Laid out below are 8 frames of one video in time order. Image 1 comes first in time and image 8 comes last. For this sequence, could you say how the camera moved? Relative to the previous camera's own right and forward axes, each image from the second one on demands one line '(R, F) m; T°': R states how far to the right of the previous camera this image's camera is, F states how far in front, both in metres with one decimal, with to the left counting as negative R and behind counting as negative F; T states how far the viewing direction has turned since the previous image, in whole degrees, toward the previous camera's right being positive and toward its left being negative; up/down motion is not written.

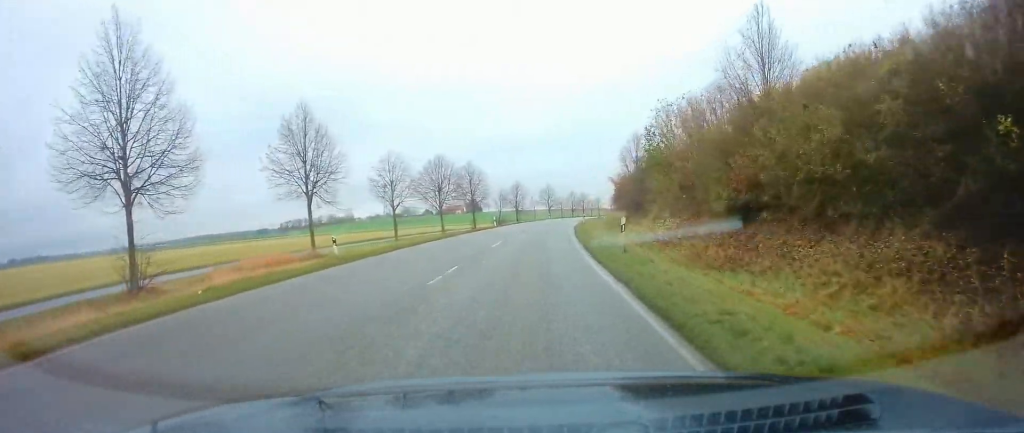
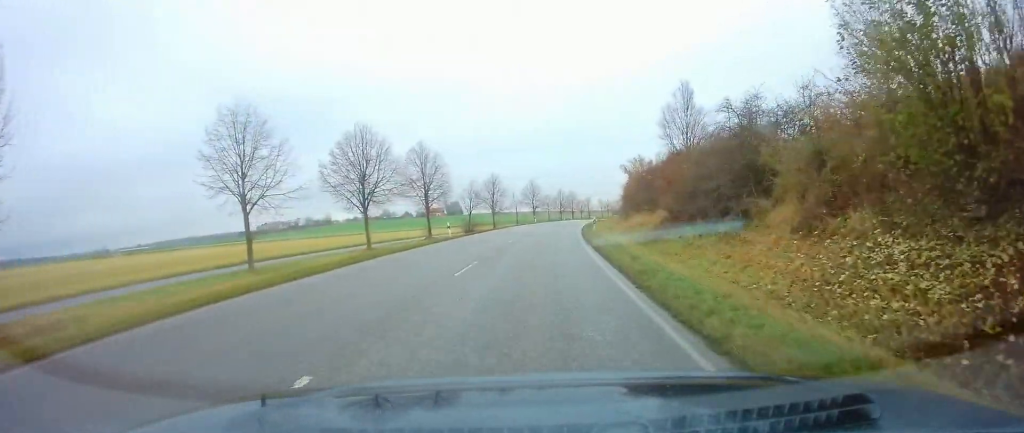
(+0.5, +22.5) m; +2°
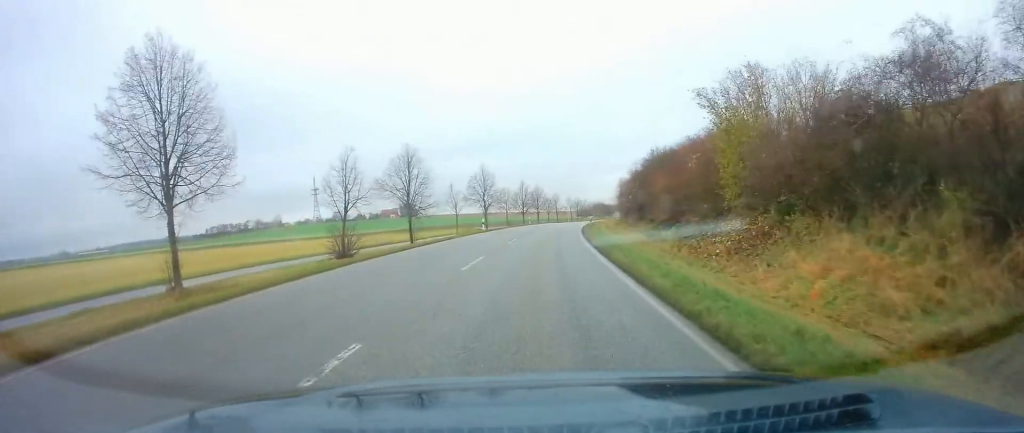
(+0.9, +34.4) m; +3°
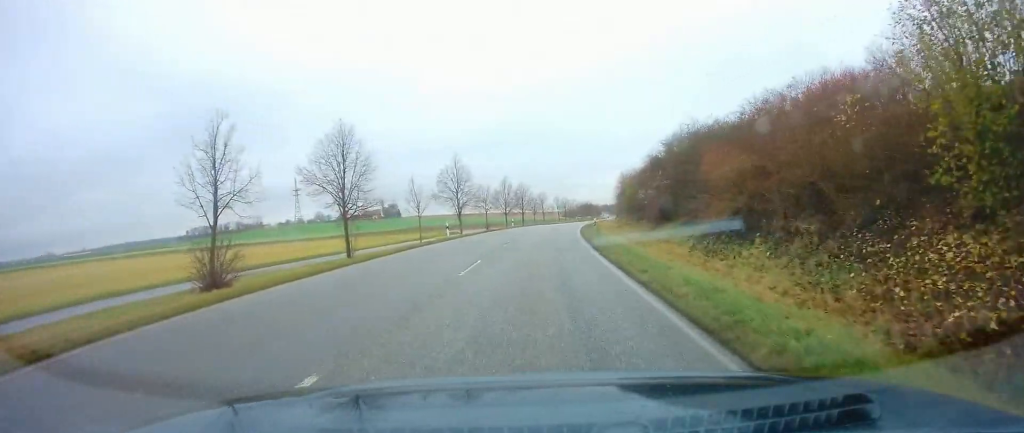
(+0.2, +13.1) m; +1°
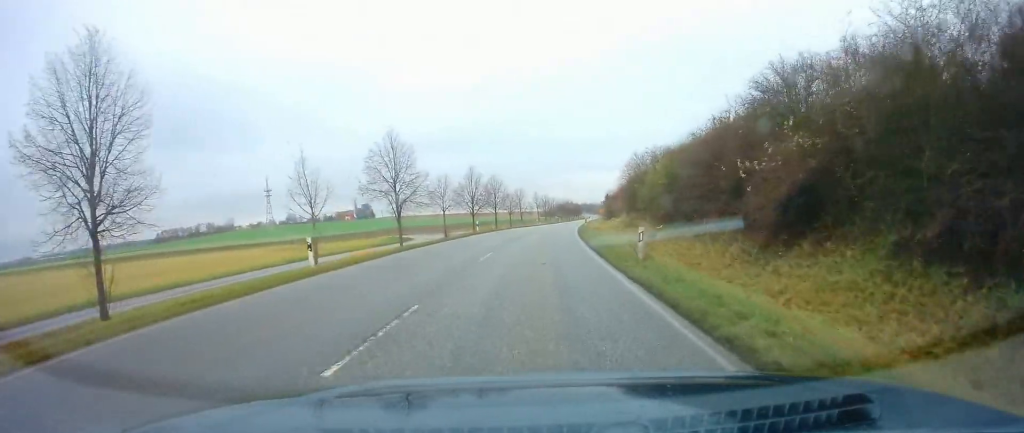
(+0.2, +20.2) m; +2°
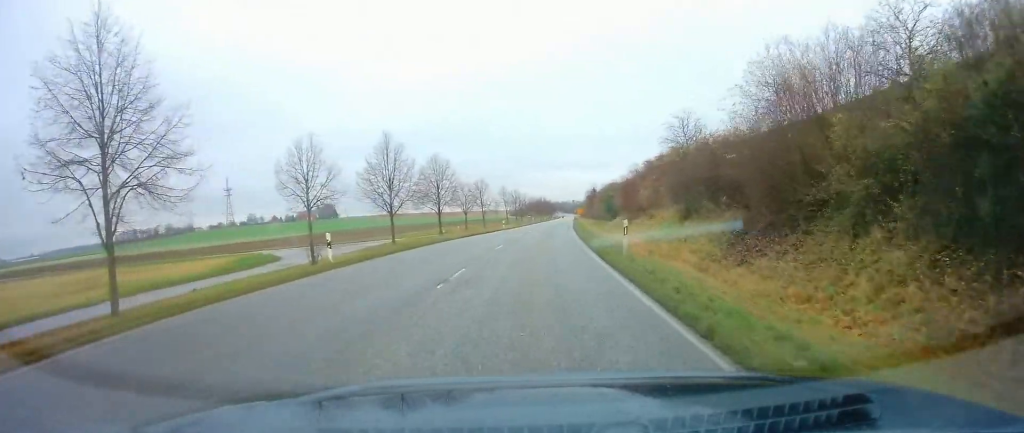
(+1.1, +30.1) m; +4°
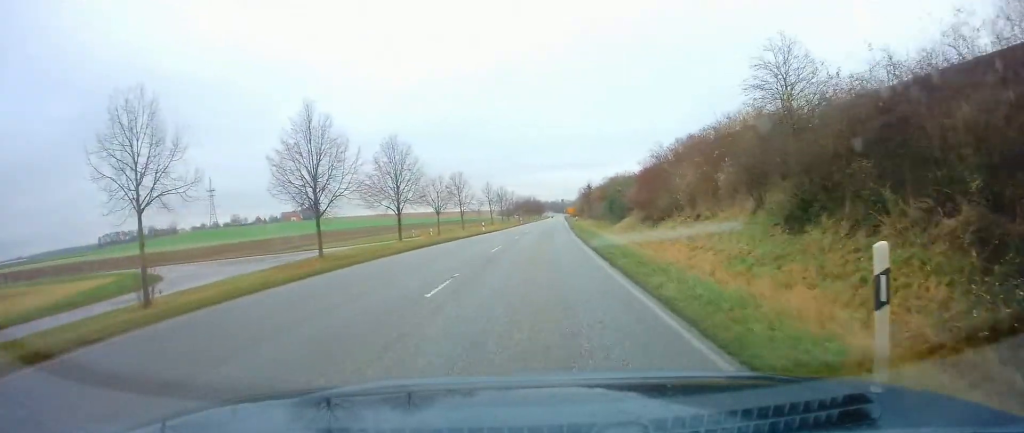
(+0.1, +13.2) m; +1°
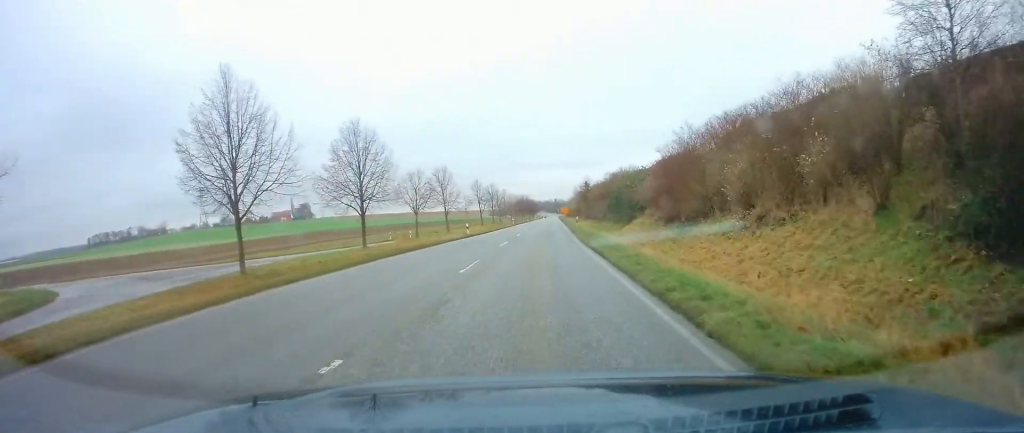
(+0.1, +8.1) m; +1°
